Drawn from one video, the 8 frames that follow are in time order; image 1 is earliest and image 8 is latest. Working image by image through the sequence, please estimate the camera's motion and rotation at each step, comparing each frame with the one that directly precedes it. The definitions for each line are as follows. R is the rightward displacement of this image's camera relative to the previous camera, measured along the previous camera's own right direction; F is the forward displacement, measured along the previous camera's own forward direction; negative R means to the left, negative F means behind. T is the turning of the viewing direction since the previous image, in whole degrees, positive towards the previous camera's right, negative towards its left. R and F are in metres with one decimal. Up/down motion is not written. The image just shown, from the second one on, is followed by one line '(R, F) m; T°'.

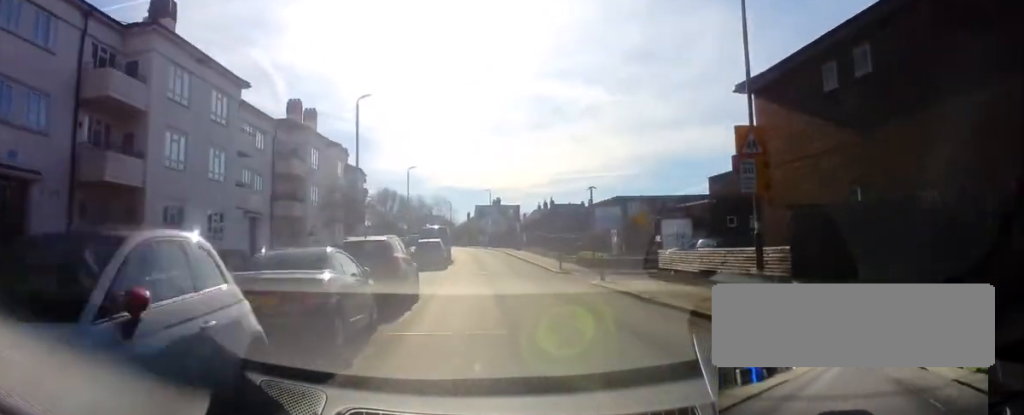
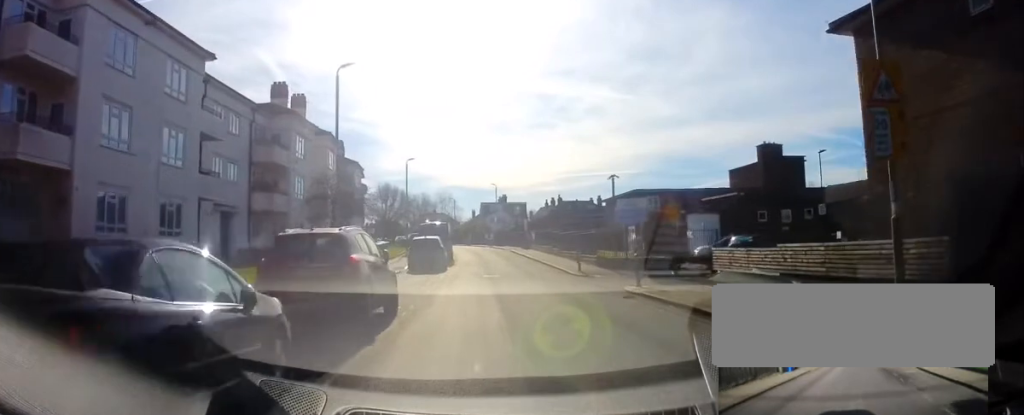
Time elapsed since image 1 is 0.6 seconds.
(-0.2, +5.0) m; 0°
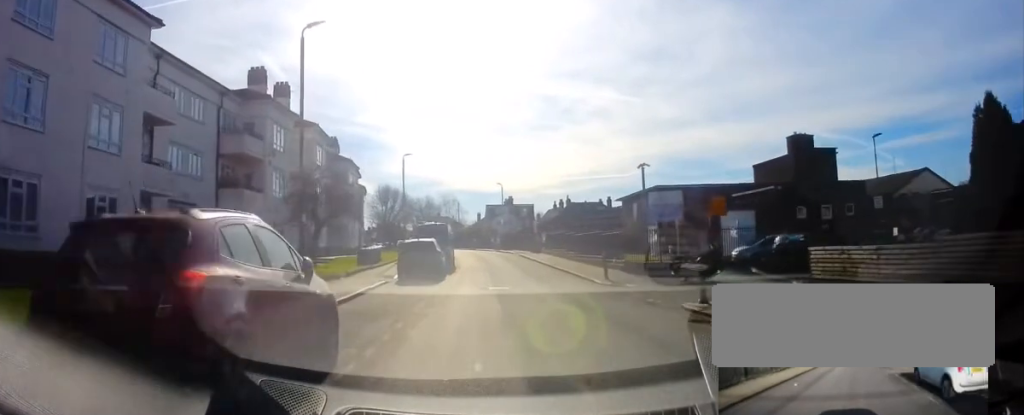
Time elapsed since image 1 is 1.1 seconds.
(-0.1, +5.0) m; 0°
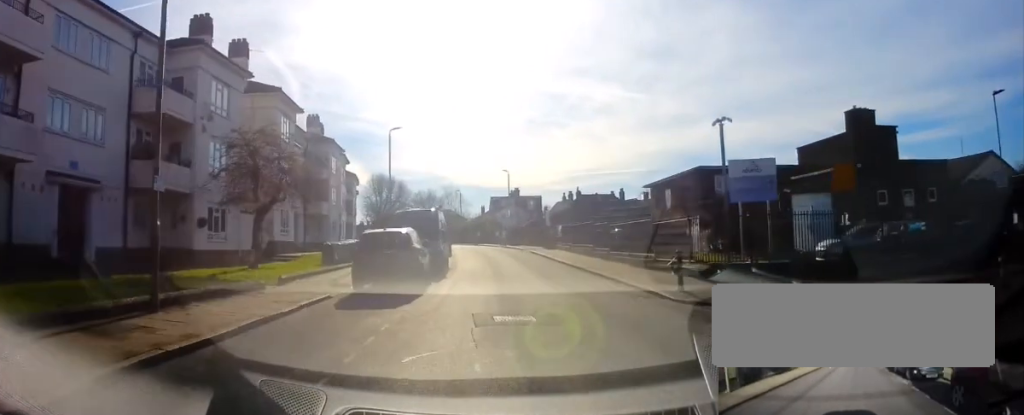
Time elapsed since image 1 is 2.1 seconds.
(+0.3, +8.6) m; 0°
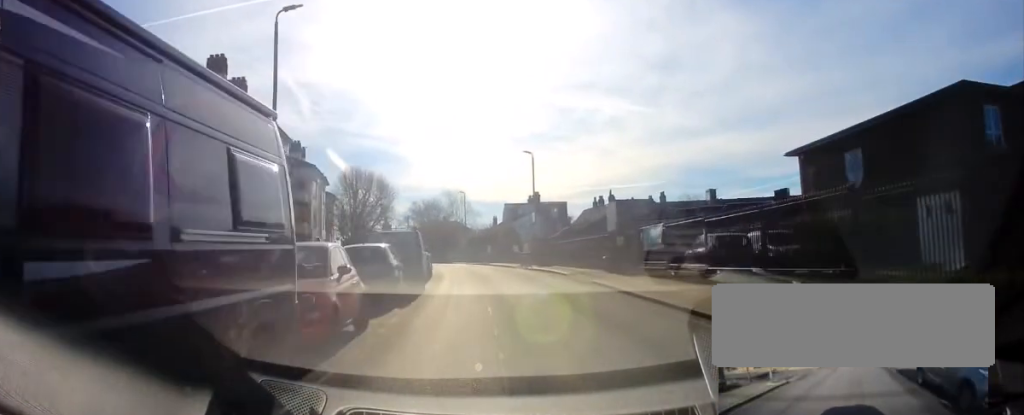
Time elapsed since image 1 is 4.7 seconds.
(-0.2, +22.7) m; -2°
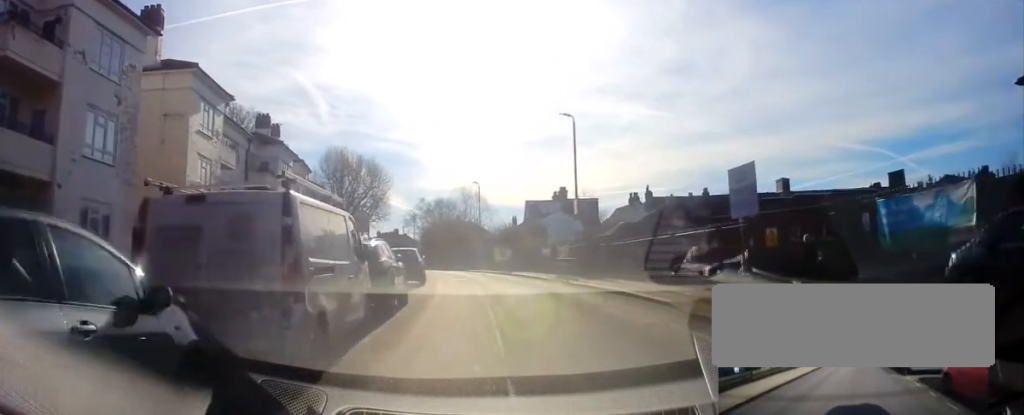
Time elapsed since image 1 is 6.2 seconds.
(-0.2, +13.1) m; -1°
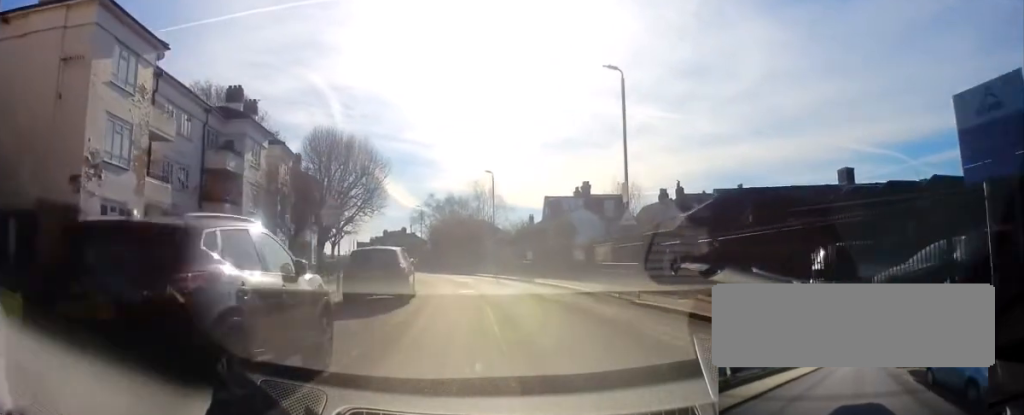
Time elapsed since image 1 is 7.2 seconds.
(0.0, +8.7) m; 0°
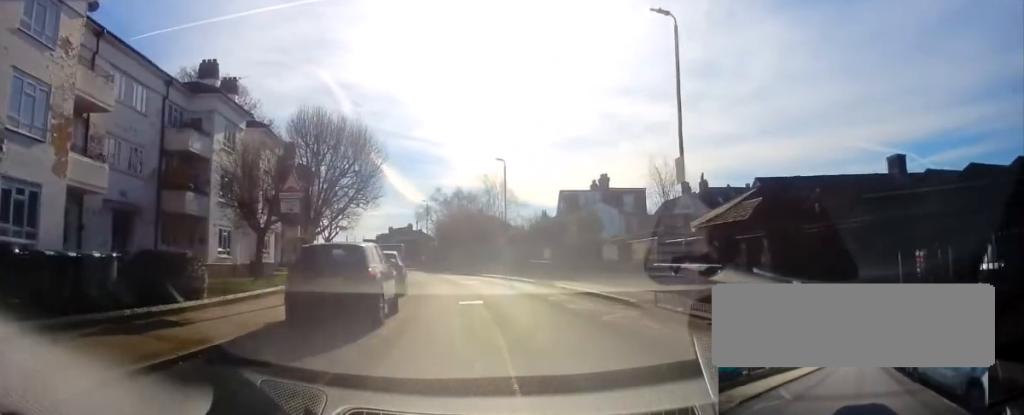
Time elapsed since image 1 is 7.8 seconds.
(0.0, +5.6) m; -1°
